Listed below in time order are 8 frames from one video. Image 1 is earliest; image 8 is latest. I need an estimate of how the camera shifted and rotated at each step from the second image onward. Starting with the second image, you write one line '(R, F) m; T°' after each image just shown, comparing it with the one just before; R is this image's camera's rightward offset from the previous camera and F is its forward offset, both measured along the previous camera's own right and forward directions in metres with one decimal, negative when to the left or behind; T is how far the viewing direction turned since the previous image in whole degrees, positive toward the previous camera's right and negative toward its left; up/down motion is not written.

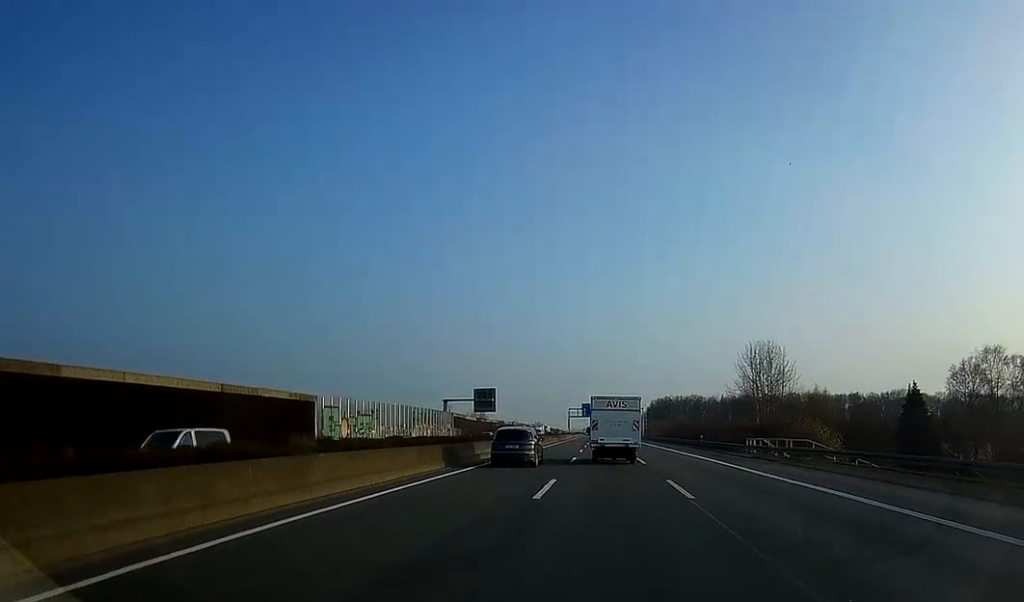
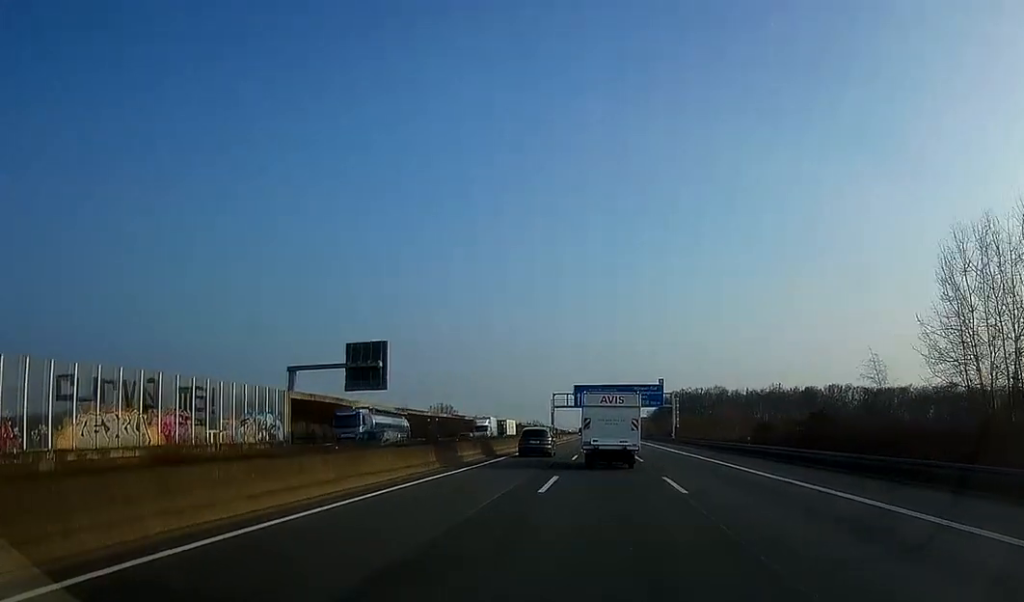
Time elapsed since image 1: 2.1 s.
(-0.9, +68.8) m; -1°
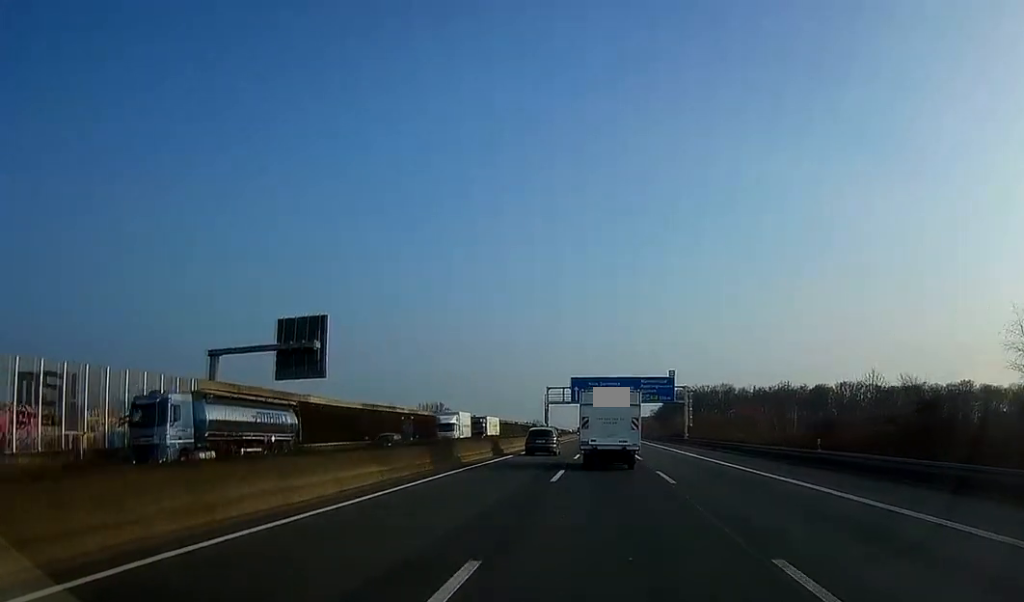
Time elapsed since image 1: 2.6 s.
(0.0, +14.9) m; 0°
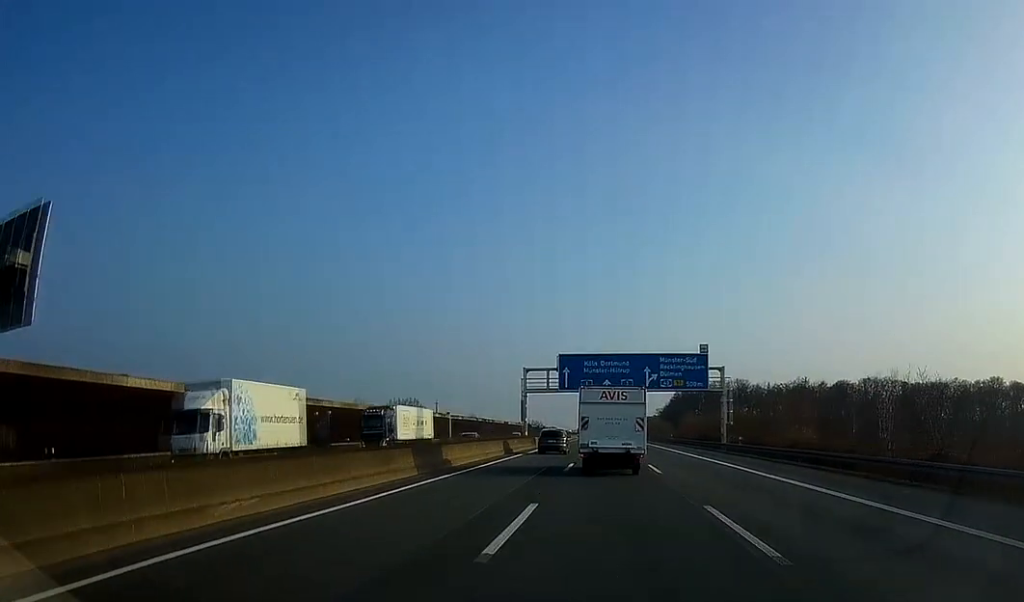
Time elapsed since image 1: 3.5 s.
(0.0, +29.3) m; 0°
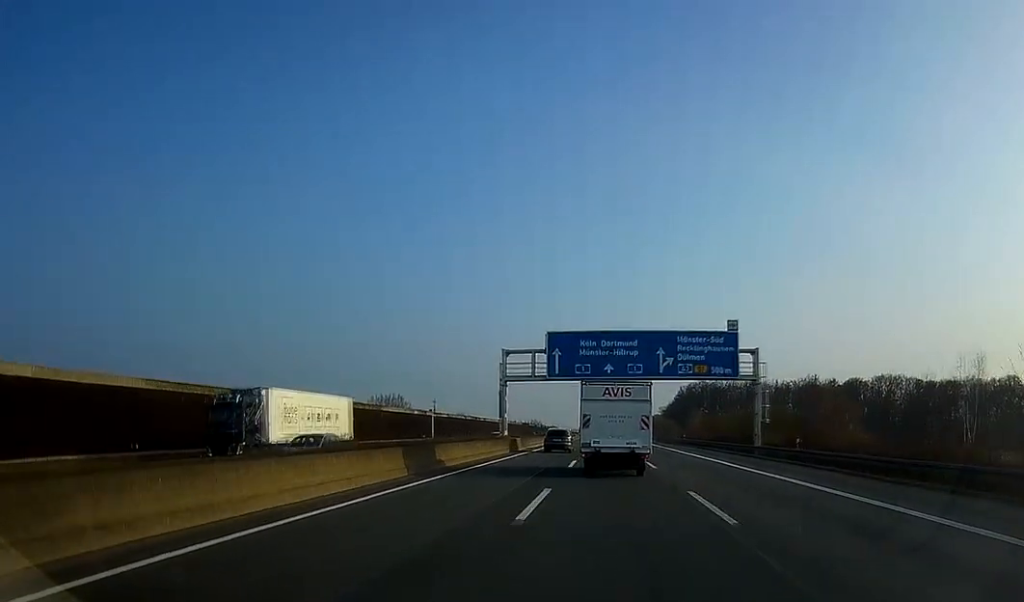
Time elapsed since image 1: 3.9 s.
(0.0, +14.6) m; 0°
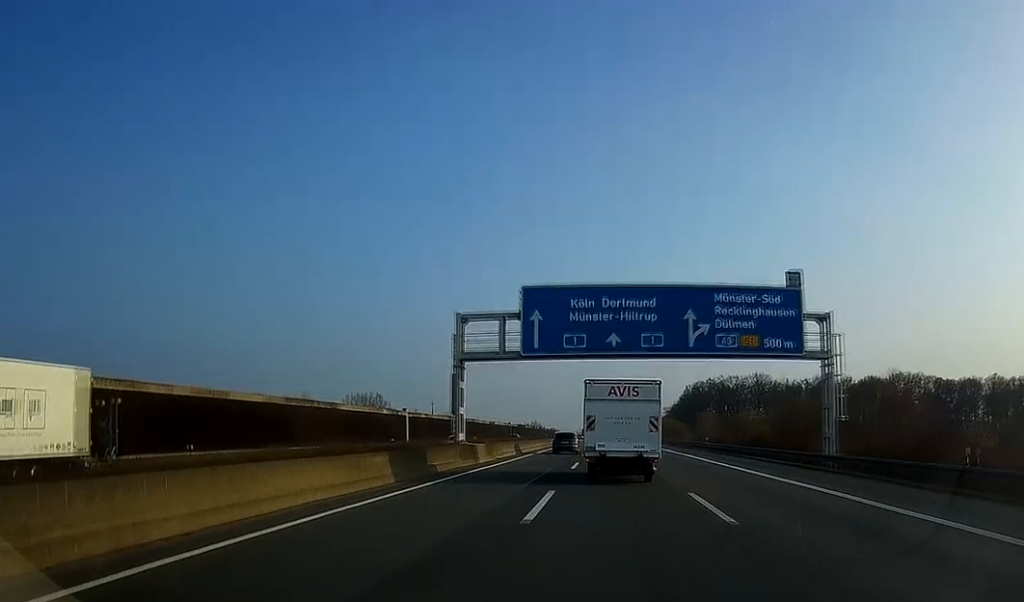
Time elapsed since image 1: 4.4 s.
(0.0, +16.3) m; 0°
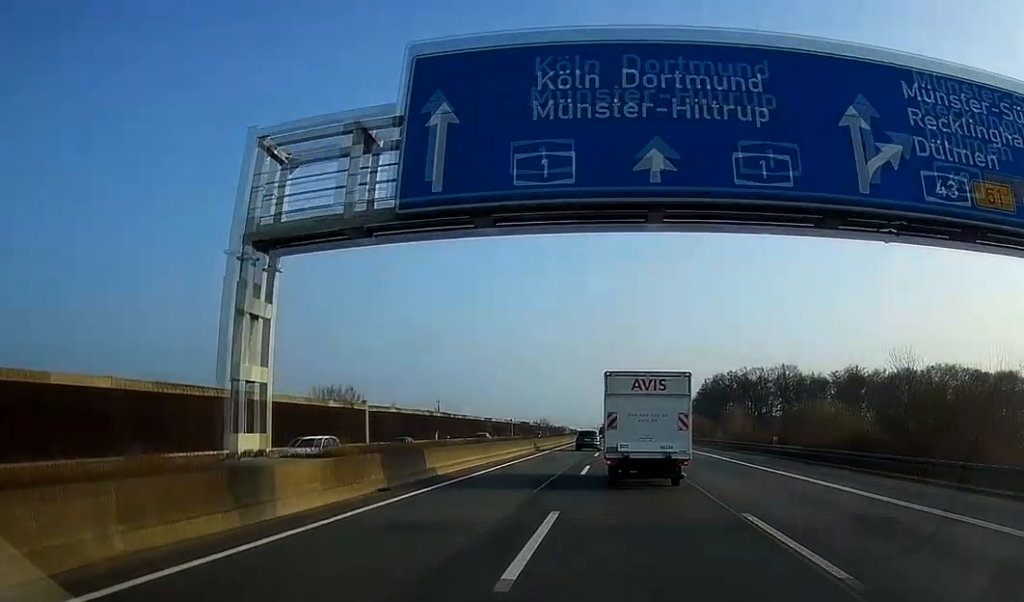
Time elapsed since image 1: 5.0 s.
(-0.1, +23.0) m; 0°
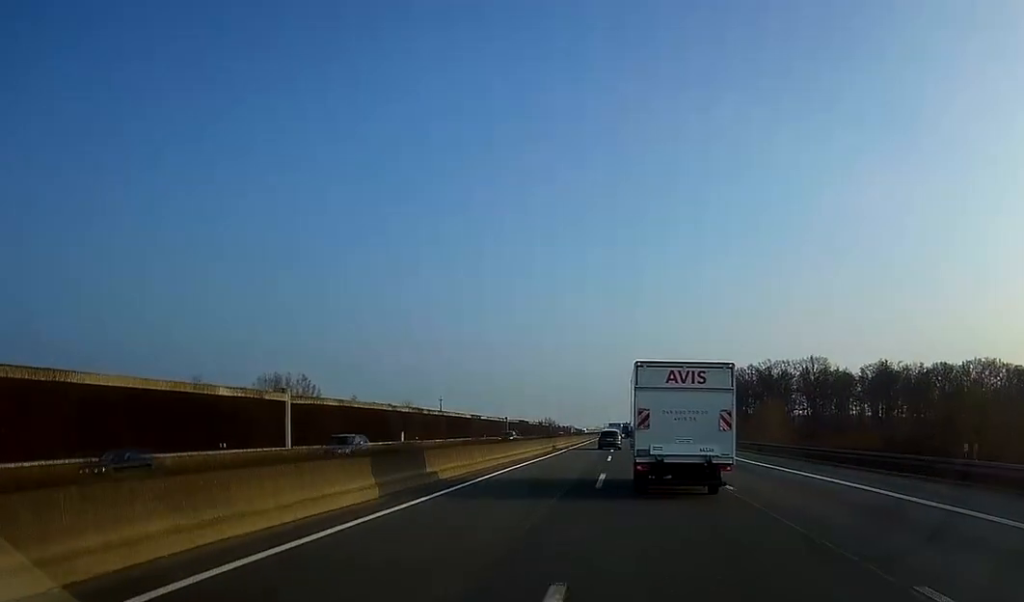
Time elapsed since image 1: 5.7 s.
(0.0, +23.8) m; 0°
